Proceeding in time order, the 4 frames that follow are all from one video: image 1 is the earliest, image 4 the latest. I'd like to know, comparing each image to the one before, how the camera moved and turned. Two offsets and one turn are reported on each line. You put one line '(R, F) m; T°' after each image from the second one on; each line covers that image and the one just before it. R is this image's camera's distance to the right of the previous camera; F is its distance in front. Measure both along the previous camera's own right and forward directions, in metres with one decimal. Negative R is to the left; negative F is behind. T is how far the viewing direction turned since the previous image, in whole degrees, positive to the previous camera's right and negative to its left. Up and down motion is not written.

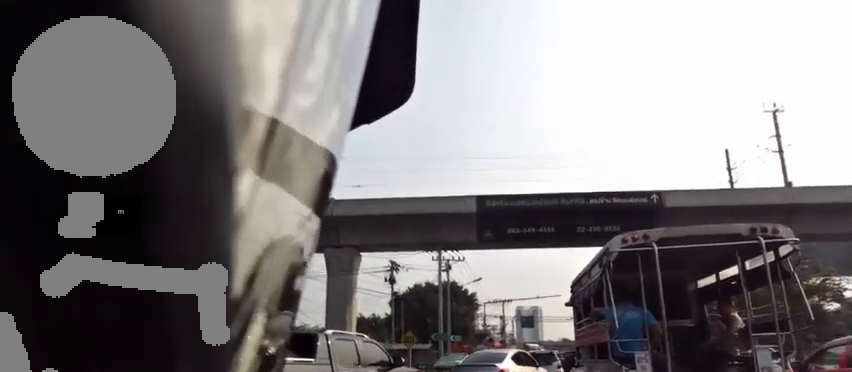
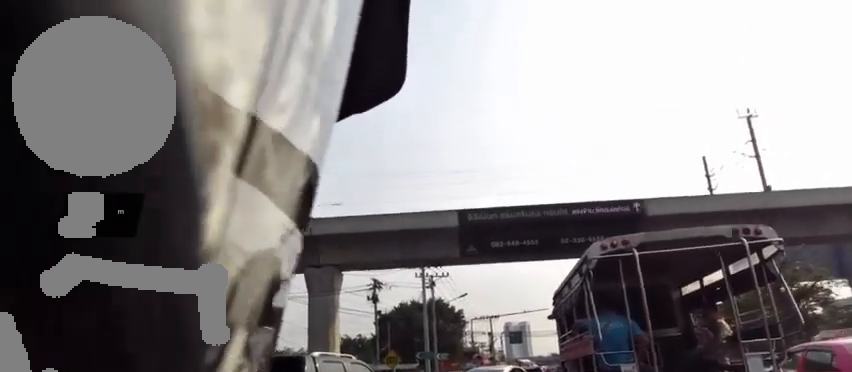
(-0.1, +0.8) m; 0°
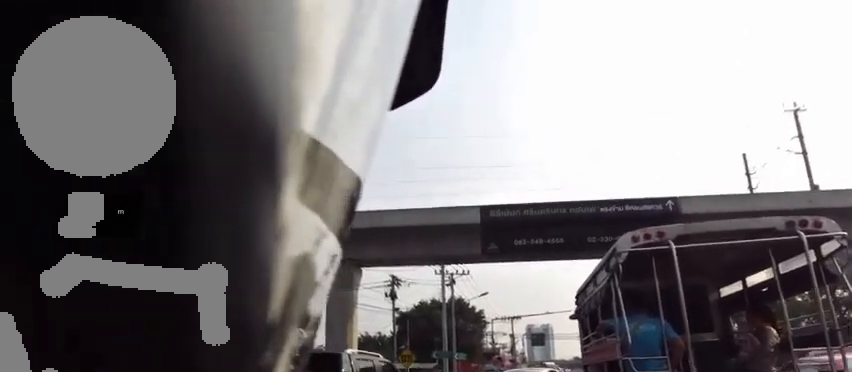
(-0.1, +0.8) m; 0°
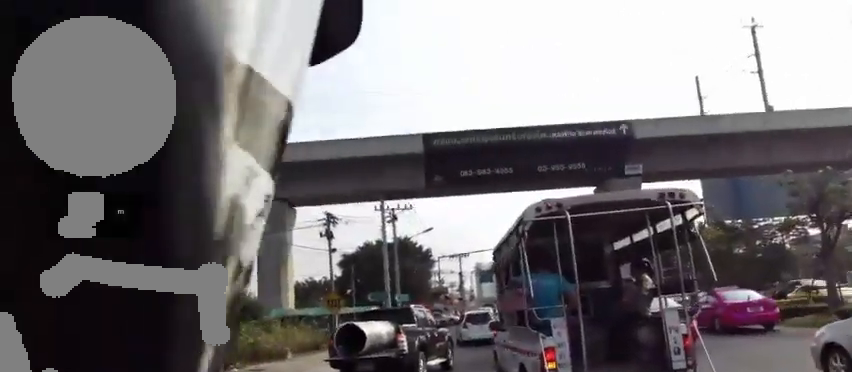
(-0.3, +3.3) m; 0°
